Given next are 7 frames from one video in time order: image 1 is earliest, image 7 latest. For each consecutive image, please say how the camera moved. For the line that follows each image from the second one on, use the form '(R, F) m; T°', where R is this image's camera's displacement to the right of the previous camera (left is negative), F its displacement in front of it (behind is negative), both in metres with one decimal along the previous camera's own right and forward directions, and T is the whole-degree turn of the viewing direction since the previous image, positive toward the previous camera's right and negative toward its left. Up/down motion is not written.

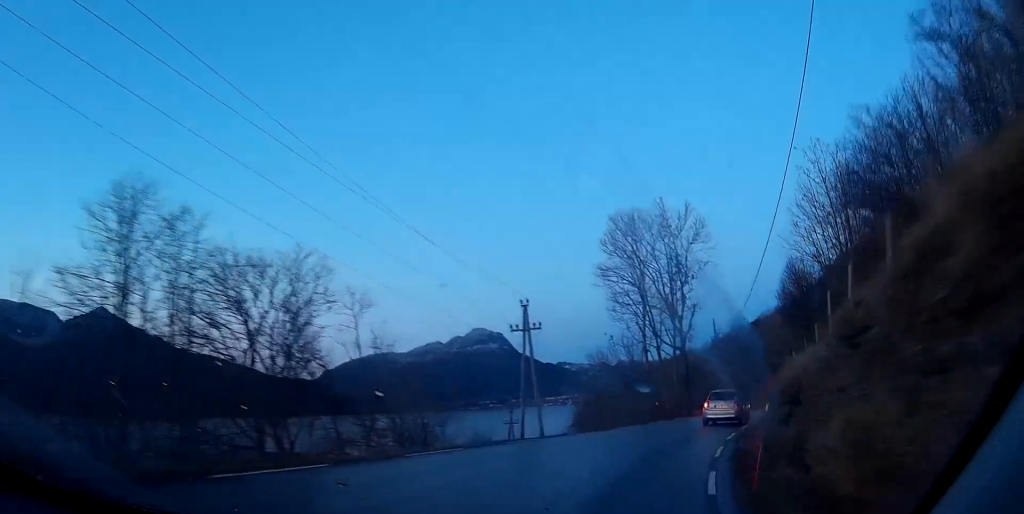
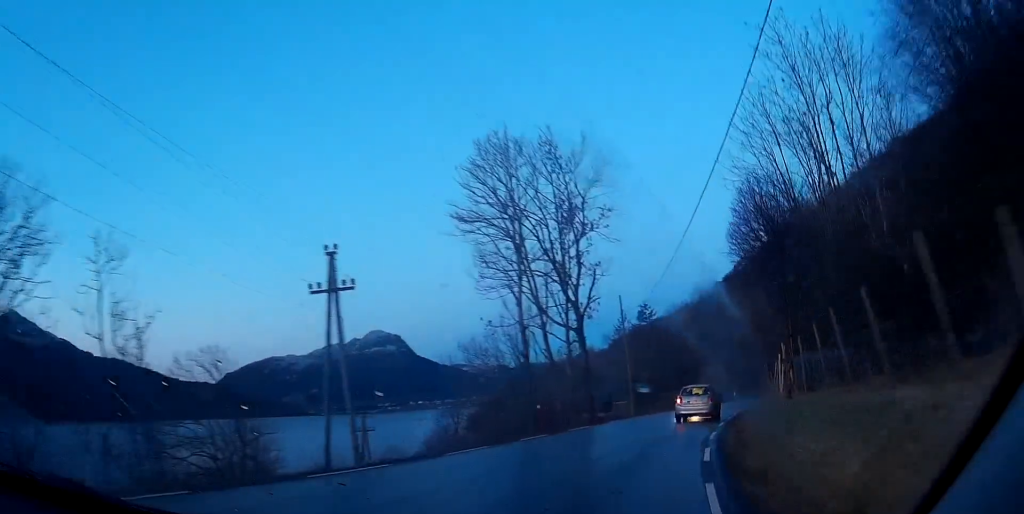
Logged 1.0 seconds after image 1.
(+1.1, +15.1) m; +7°
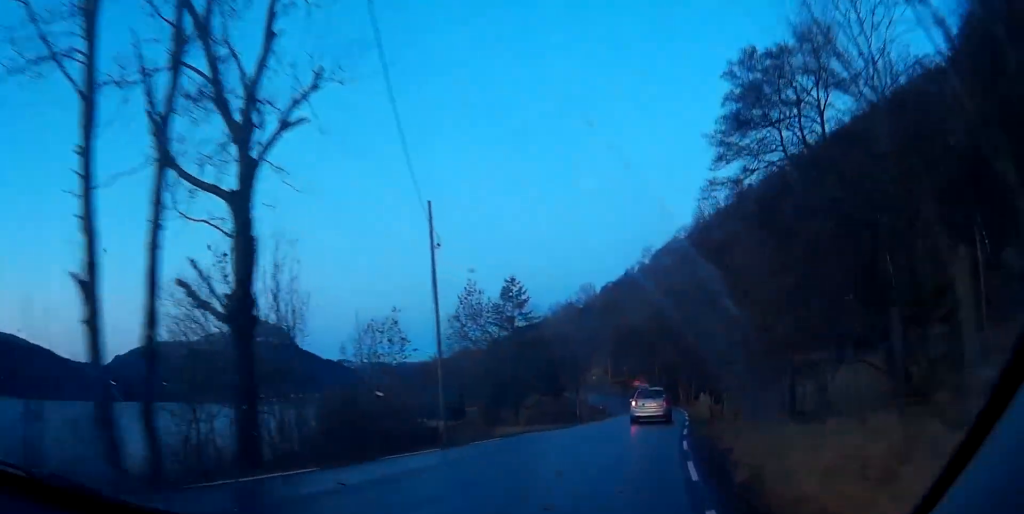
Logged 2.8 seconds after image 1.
(+2.0, +26.3) m; +8°
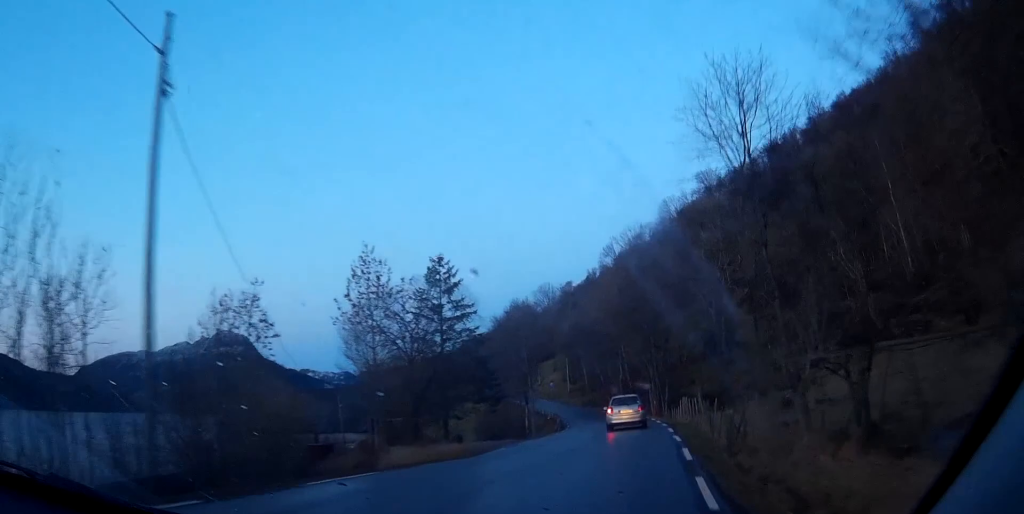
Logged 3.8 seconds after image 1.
(+0.4, +15.1) m; +2°
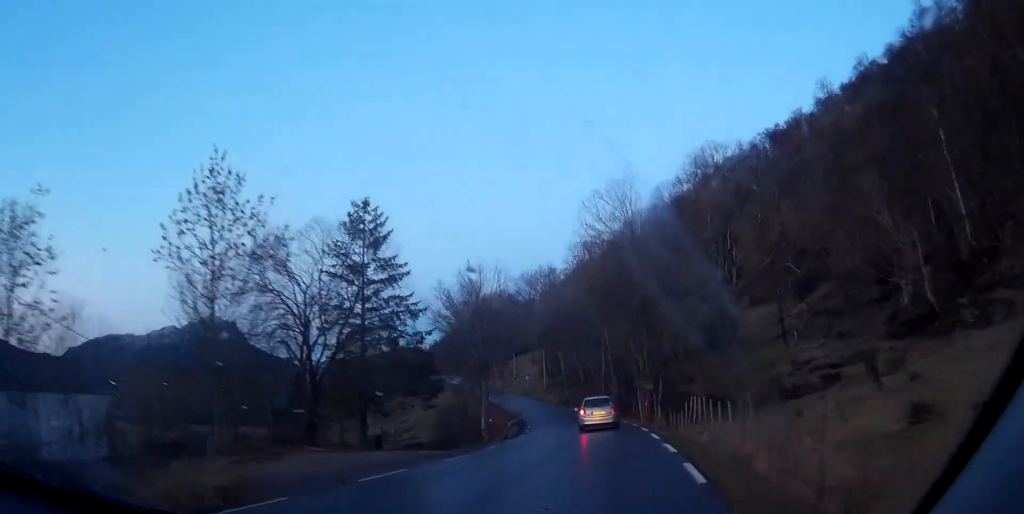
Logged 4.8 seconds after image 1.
(+0.1, +15.7) m; 0°
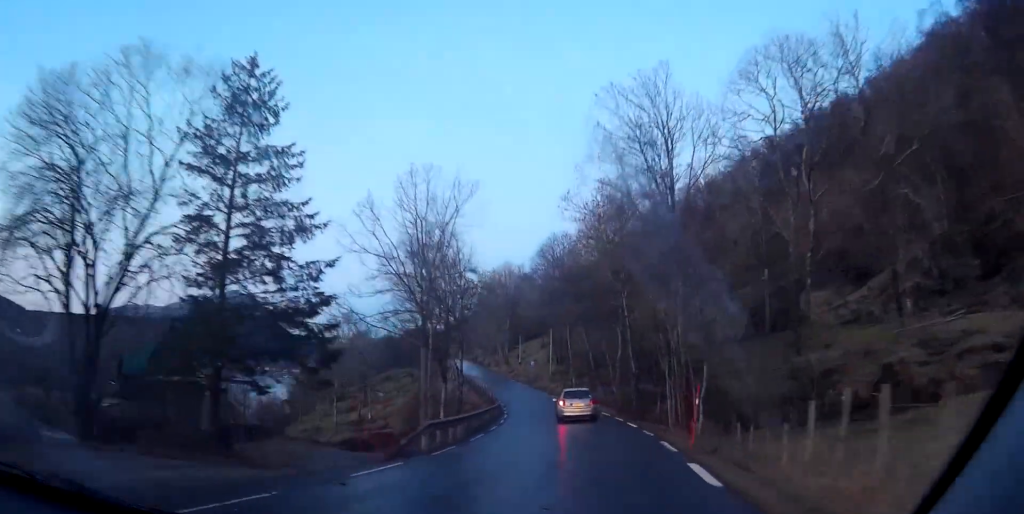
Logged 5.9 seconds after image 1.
(-0.1, +19.2) m; -1°
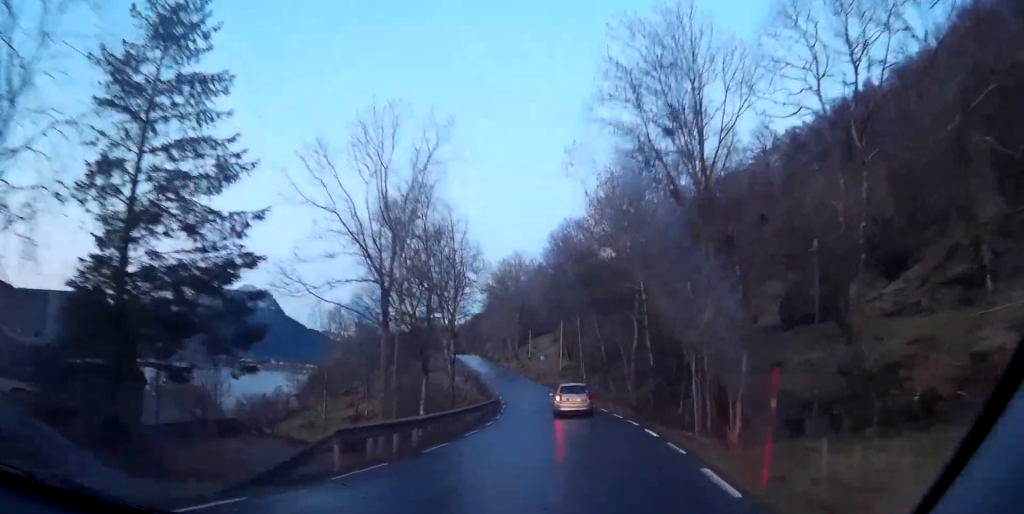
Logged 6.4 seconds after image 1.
(0.0, +7.3) m; -1°
